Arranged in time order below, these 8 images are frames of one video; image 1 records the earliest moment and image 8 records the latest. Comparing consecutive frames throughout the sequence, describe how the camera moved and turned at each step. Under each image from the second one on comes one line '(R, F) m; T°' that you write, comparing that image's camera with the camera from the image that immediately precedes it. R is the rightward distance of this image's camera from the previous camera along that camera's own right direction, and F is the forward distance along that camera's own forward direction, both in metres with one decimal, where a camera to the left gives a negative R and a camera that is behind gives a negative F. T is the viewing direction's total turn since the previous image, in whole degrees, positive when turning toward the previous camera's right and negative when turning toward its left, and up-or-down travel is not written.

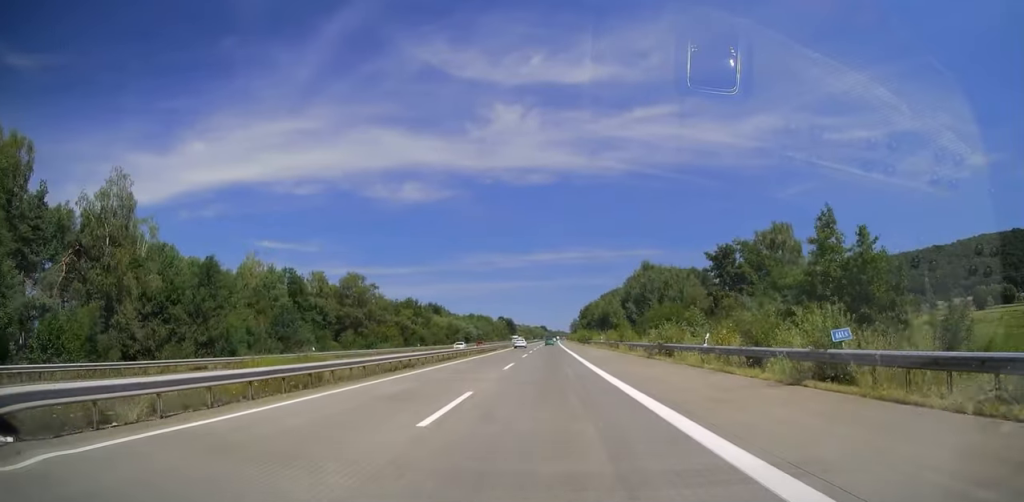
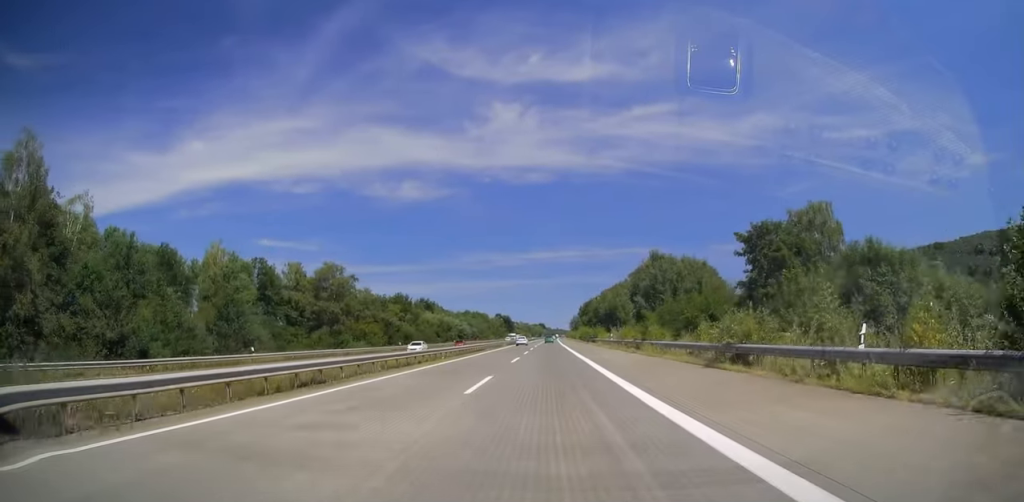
(+0.1, +12.8) m; 0°
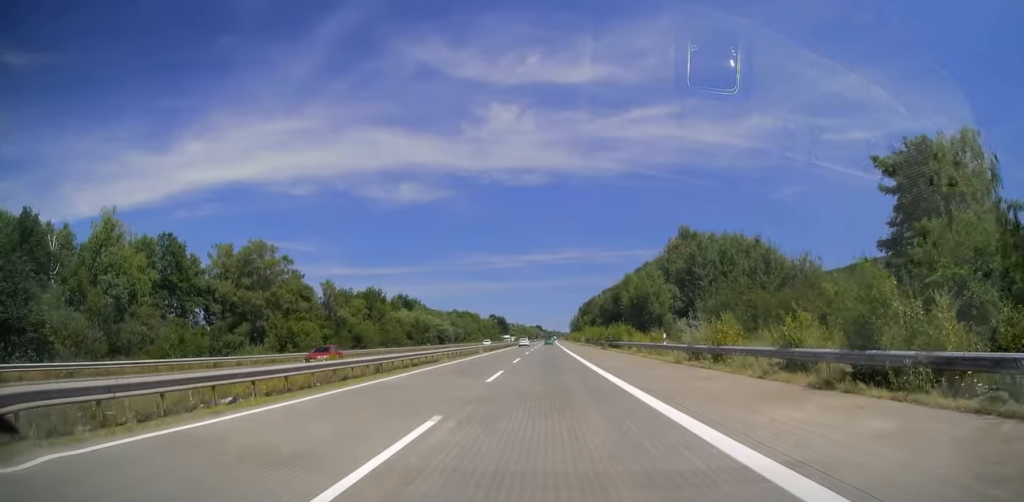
(-0.2, +28.8) m; 0°
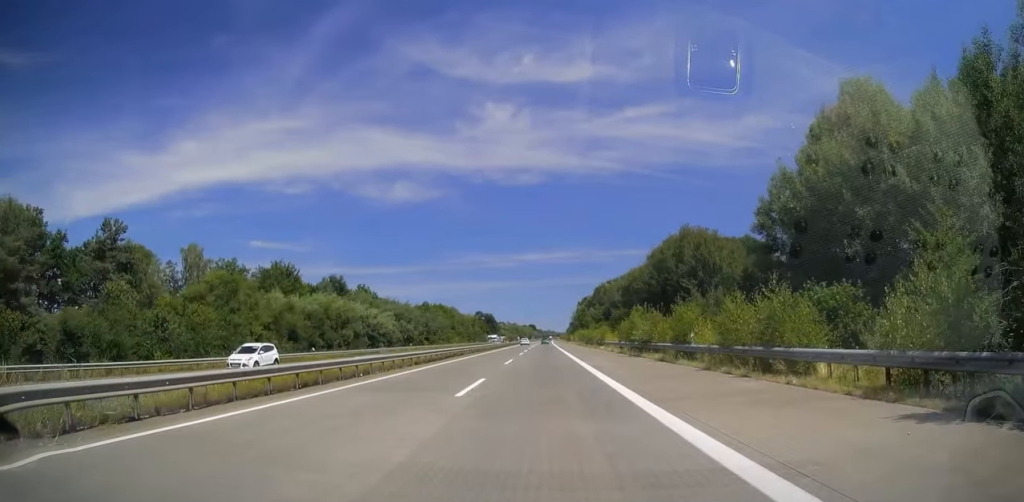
(+0.5, +56.5) m; +1°
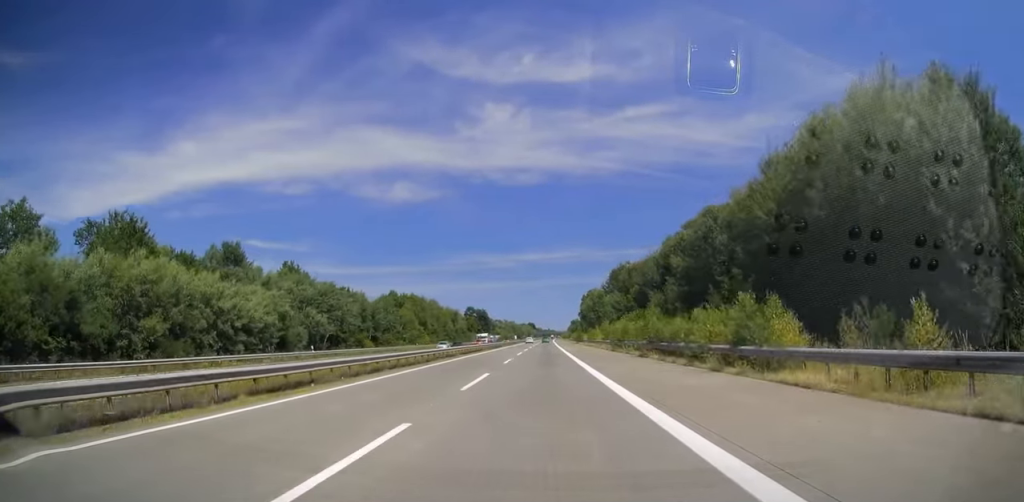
(0.0, +46.8) m; +1°
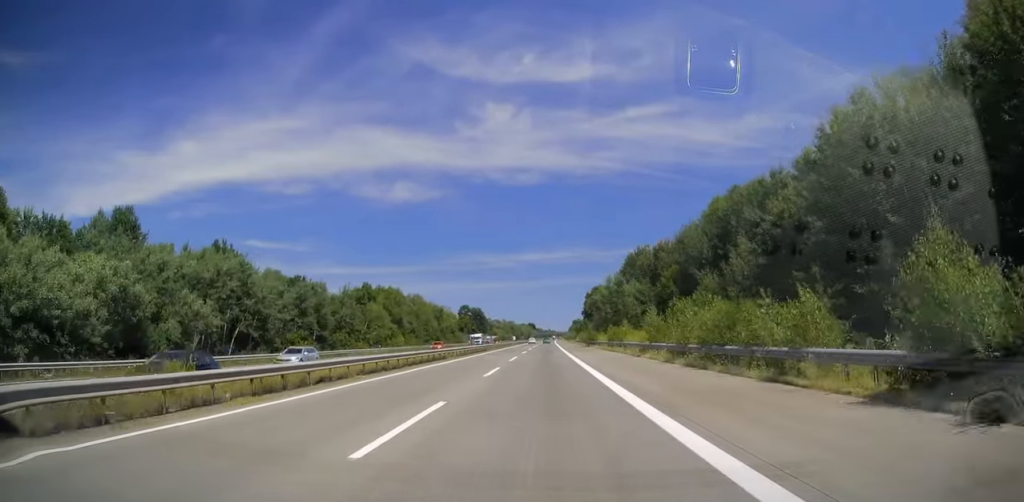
(+0.3, +26.3) m; 0°
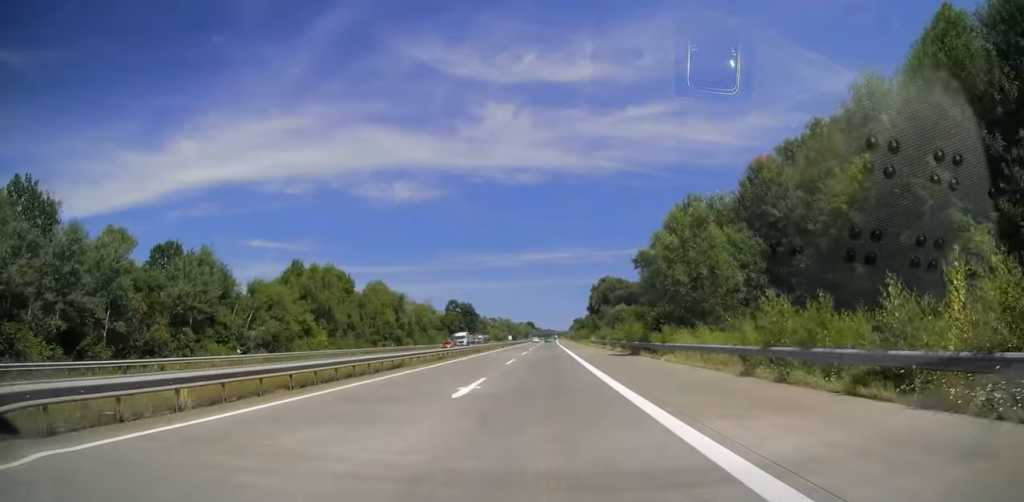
(-0.4, +41.8) m; -1°
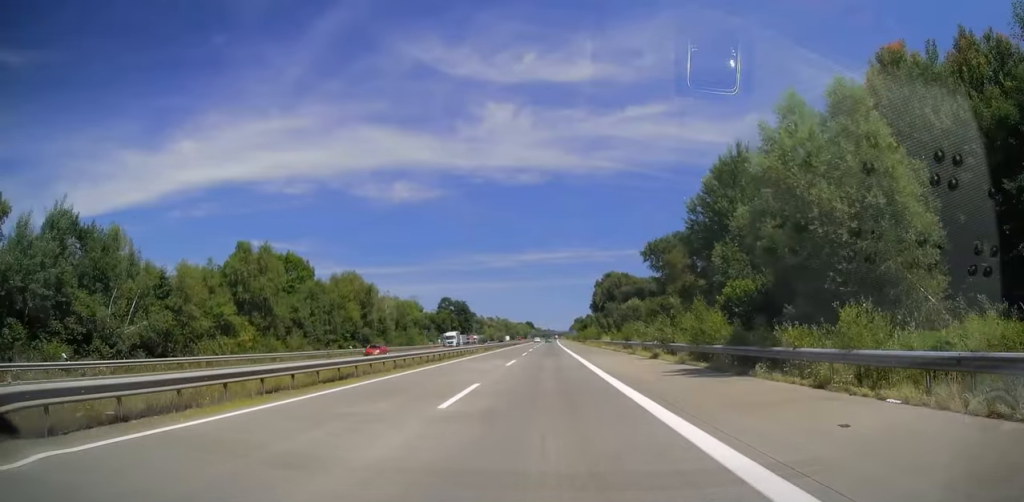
(0.0, +20.1) m; 0°
